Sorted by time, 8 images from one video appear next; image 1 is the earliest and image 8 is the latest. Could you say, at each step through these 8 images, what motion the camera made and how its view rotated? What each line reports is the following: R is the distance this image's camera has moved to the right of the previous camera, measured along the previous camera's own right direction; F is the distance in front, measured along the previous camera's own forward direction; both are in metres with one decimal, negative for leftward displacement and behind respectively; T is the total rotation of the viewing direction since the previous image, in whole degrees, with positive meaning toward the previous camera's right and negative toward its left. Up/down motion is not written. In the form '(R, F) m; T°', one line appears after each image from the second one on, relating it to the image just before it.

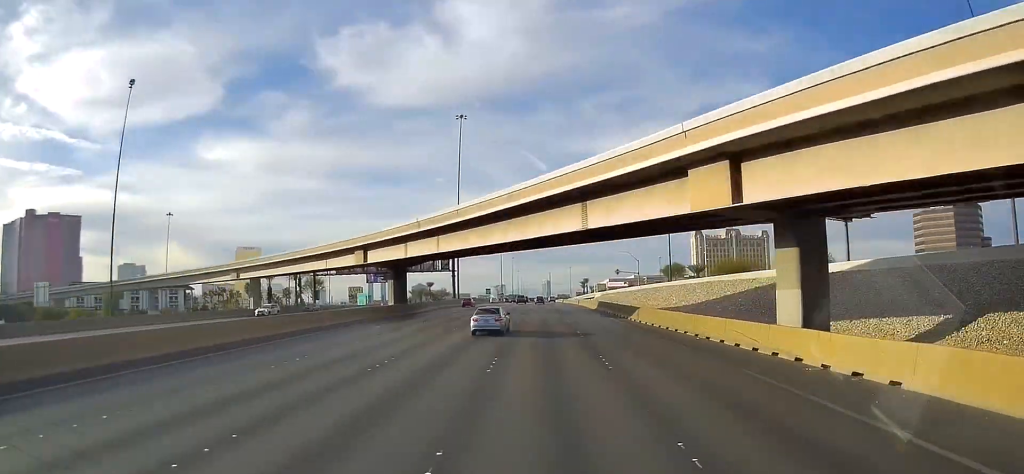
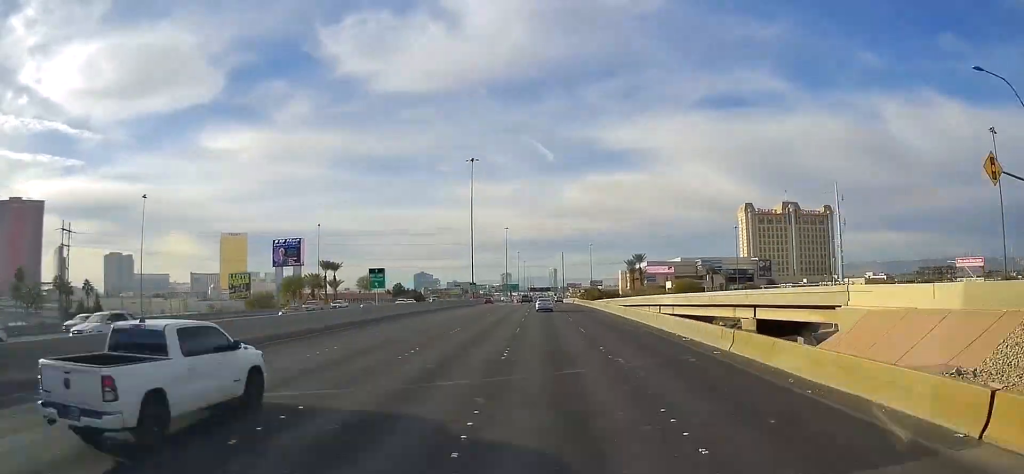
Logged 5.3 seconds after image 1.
(-1.0, +131.0) m; 0°
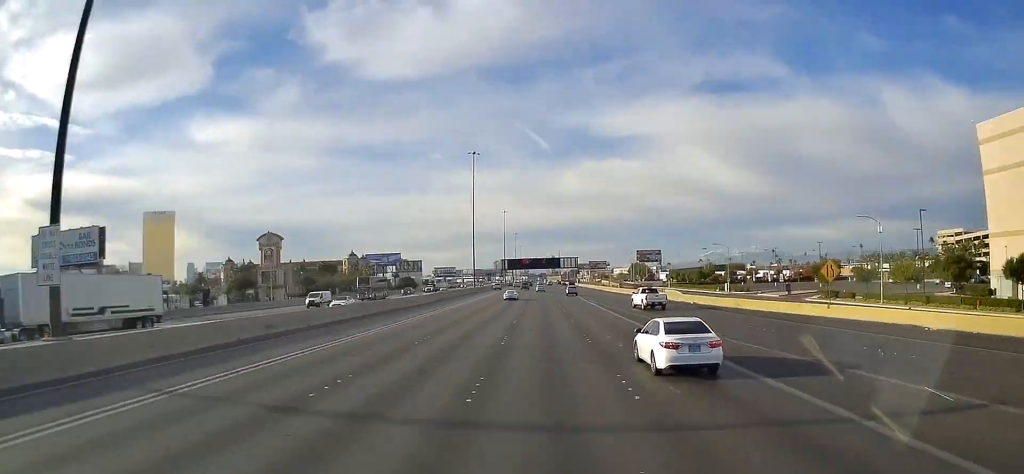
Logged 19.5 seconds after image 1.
(+1.2, +359.8) m; 0°
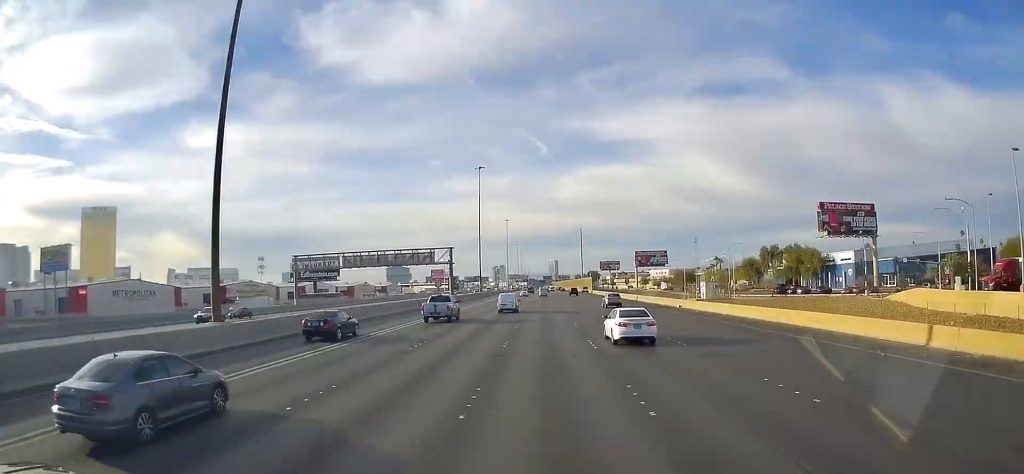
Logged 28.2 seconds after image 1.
(-0.2, +232.6) m; 0°
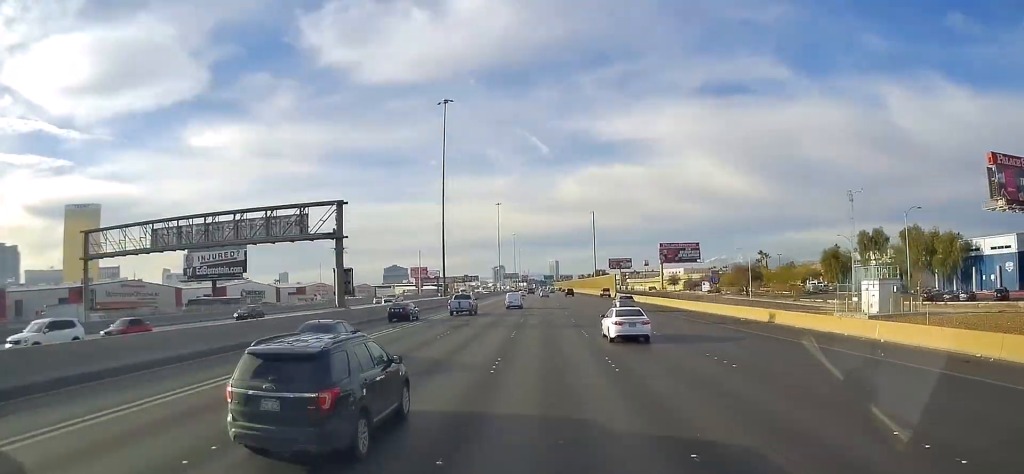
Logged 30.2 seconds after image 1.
(-0.1, +56.1) m; 0°
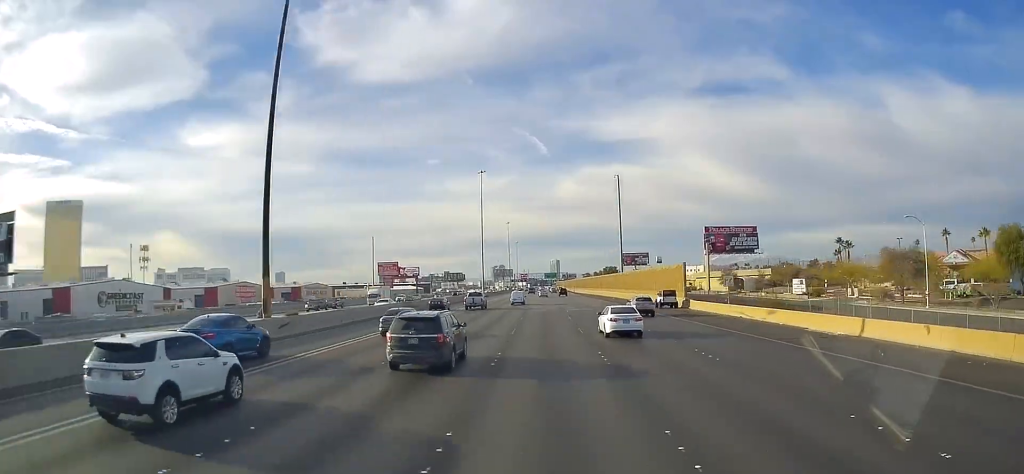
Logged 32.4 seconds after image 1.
(-0.2, +60.8) m; 0°
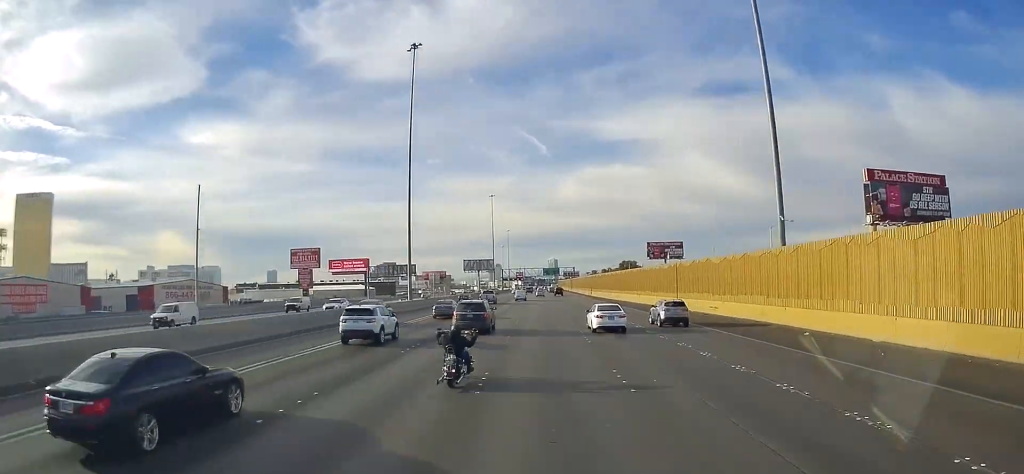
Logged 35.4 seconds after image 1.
(+0.1, +83.5) m; 0°
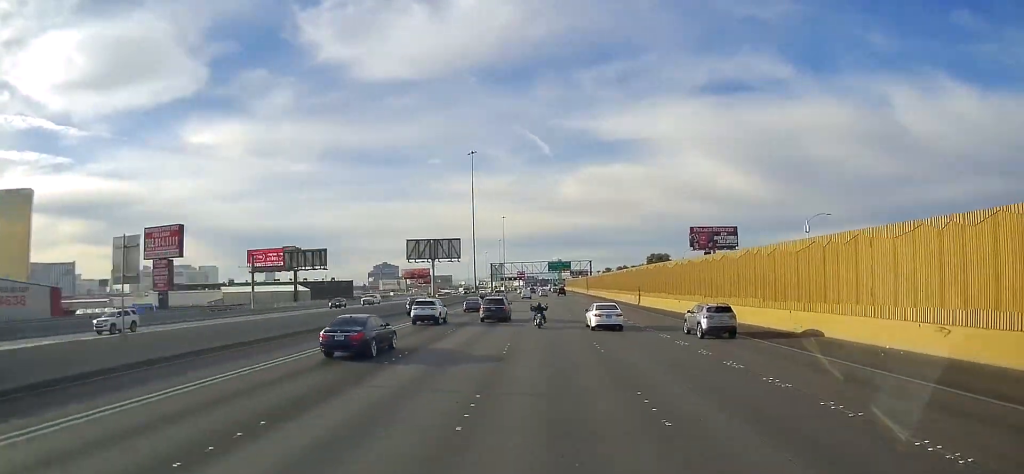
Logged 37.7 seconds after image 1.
(+0.4, +64.6) m; 0°
